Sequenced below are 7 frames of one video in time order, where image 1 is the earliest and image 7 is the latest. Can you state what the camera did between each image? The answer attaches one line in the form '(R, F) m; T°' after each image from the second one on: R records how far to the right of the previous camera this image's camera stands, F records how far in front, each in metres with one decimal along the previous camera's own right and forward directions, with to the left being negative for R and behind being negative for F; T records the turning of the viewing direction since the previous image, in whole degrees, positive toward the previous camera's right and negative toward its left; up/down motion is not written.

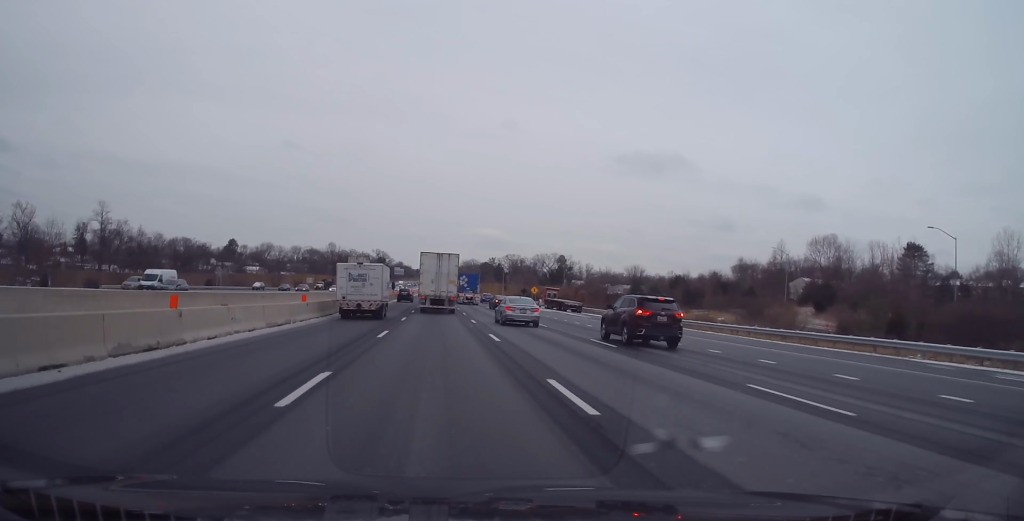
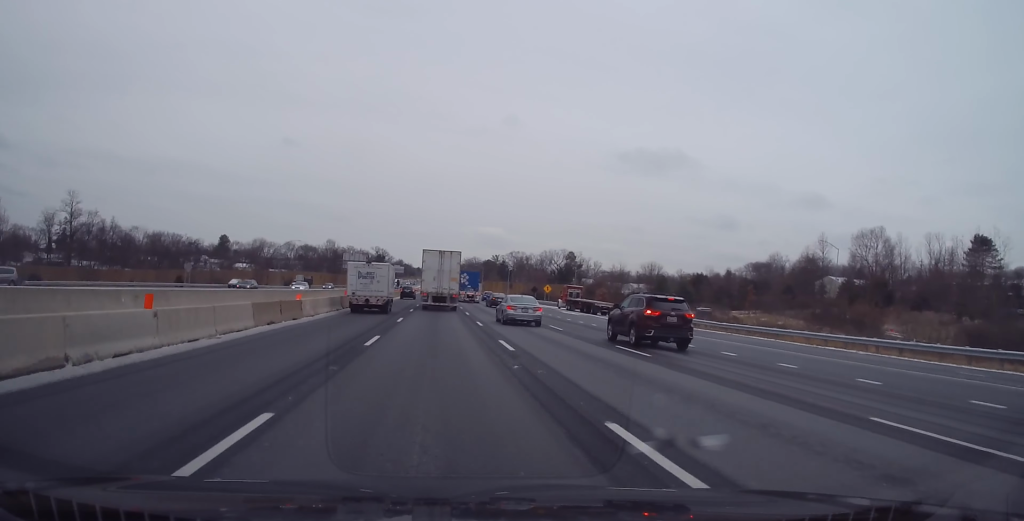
(0.0, +16.4) m; 0°
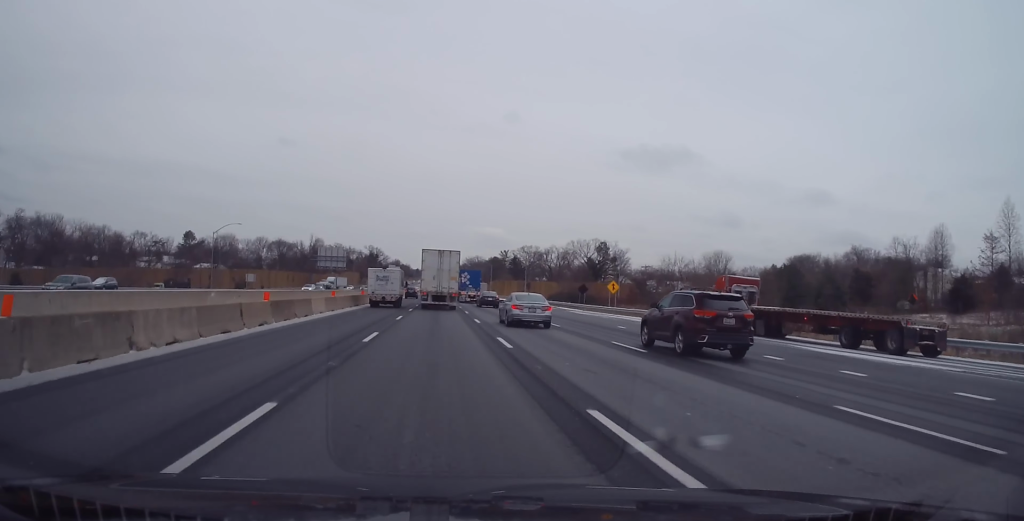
(+0.2, +48.4) m; 0°
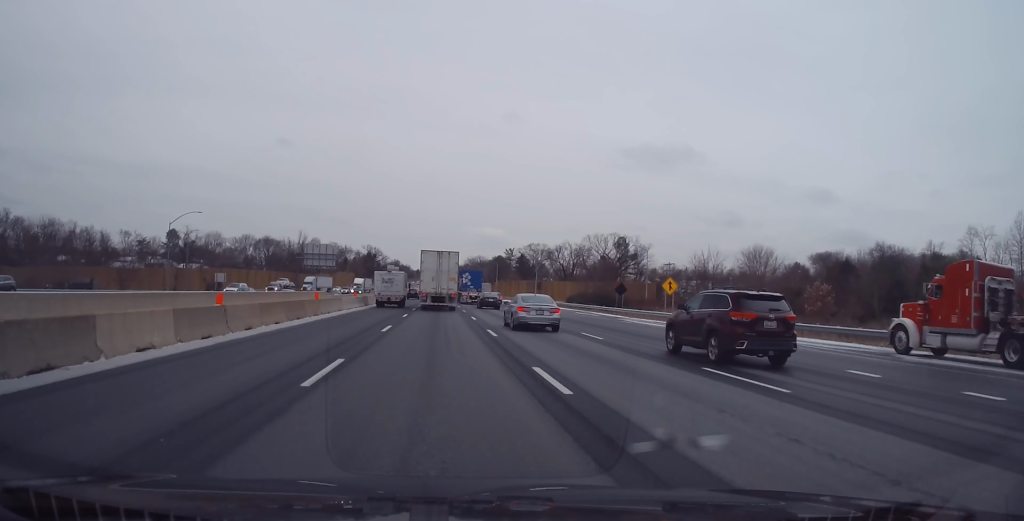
(-0.3, +19.5) m; 0°
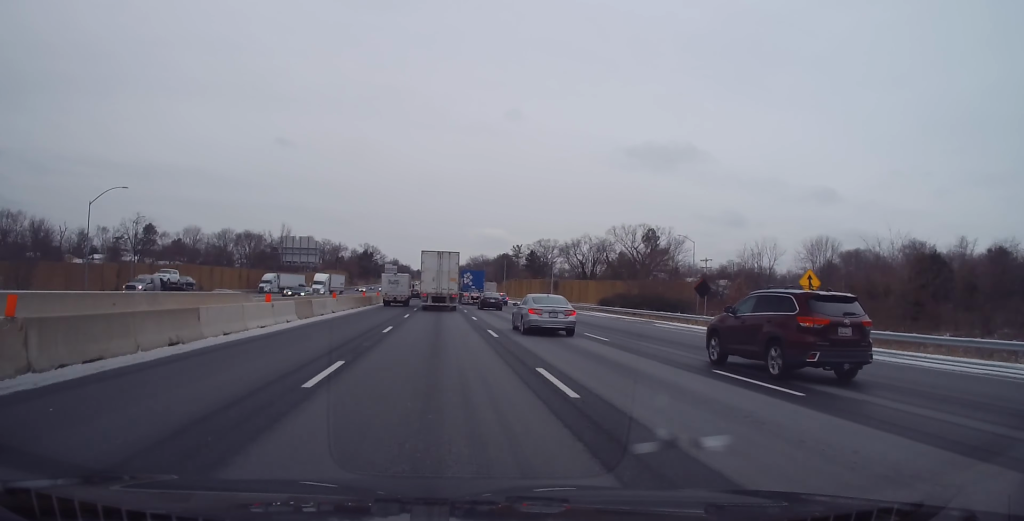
(+0.2, +24.3) m; 0°
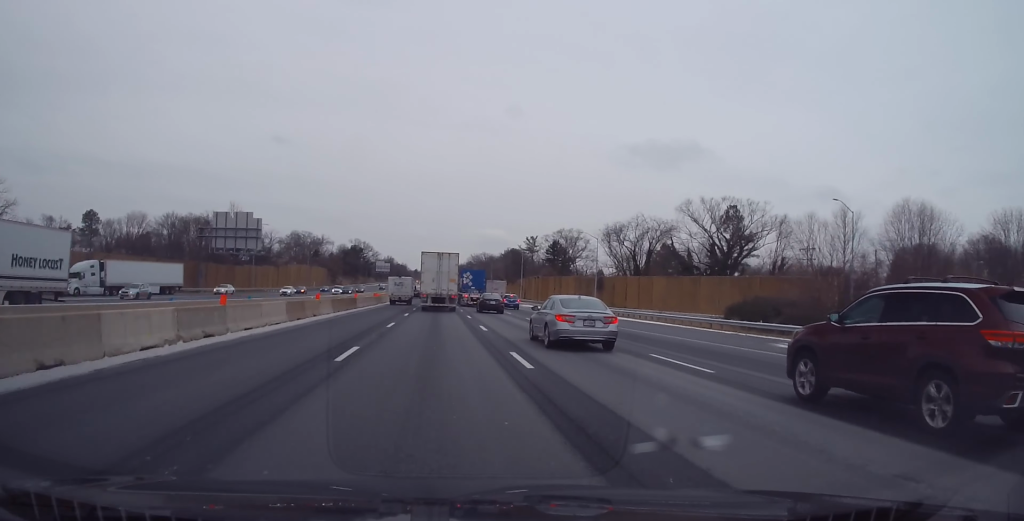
(+0.2, +45.6) m; 0°
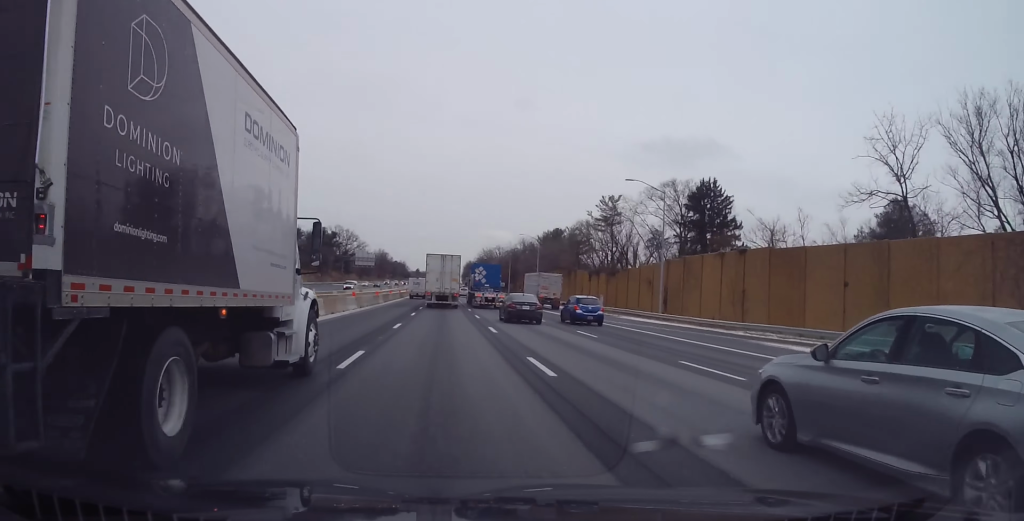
(-0.7, +97.4) m; -1°
